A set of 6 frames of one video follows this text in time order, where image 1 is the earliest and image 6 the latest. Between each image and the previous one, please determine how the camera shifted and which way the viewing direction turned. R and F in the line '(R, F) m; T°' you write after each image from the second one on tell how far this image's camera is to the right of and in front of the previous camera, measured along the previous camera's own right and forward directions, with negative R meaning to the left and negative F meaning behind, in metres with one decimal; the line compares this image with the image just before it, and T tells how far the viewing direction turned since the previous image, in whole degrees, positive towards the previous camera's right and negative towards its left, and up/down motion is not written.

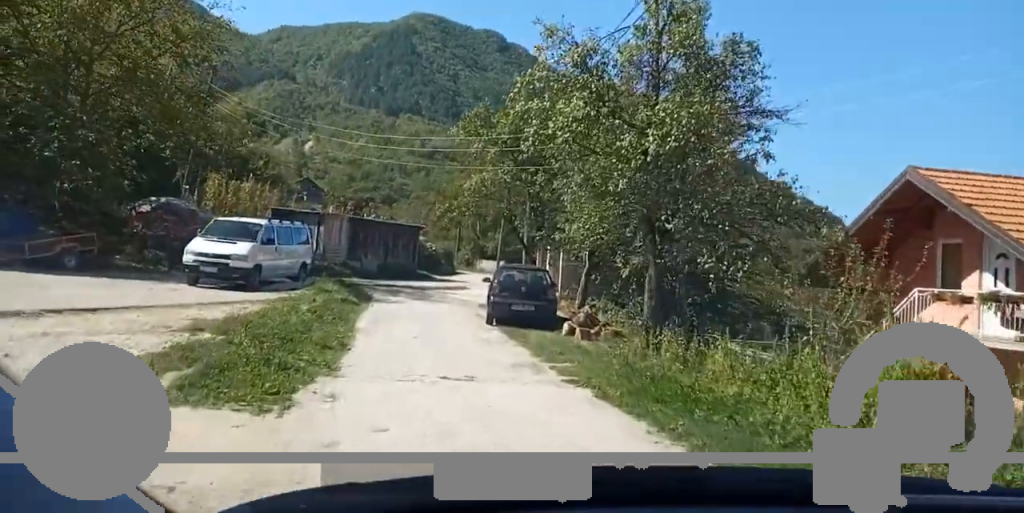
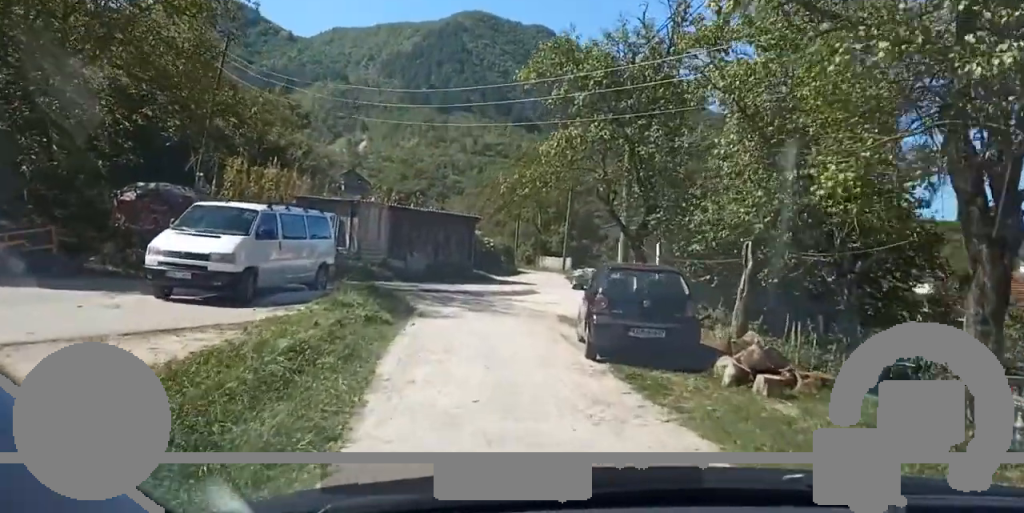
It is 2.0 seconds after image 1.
(-0.1, +6.6) m; 0°
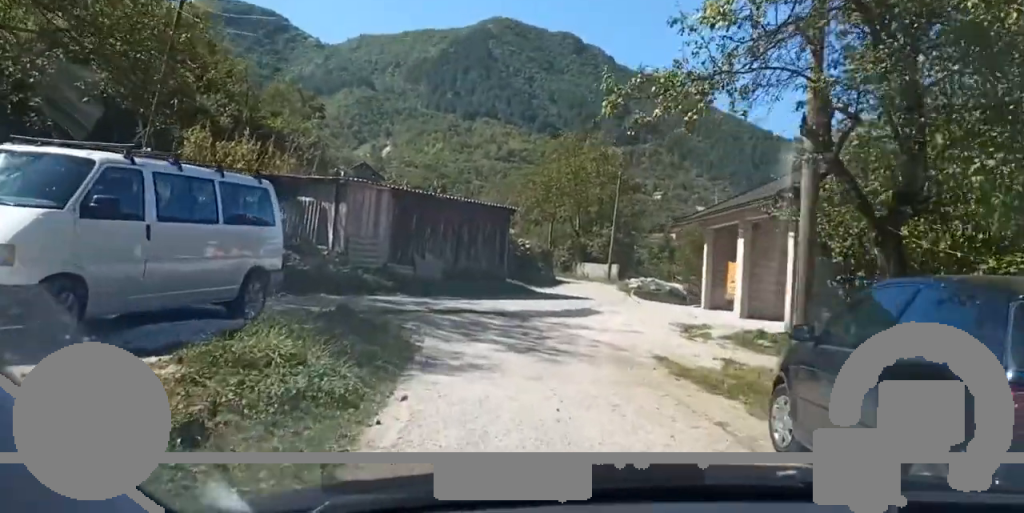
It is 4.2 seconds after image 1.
(0.0, +8.1) m; 0°
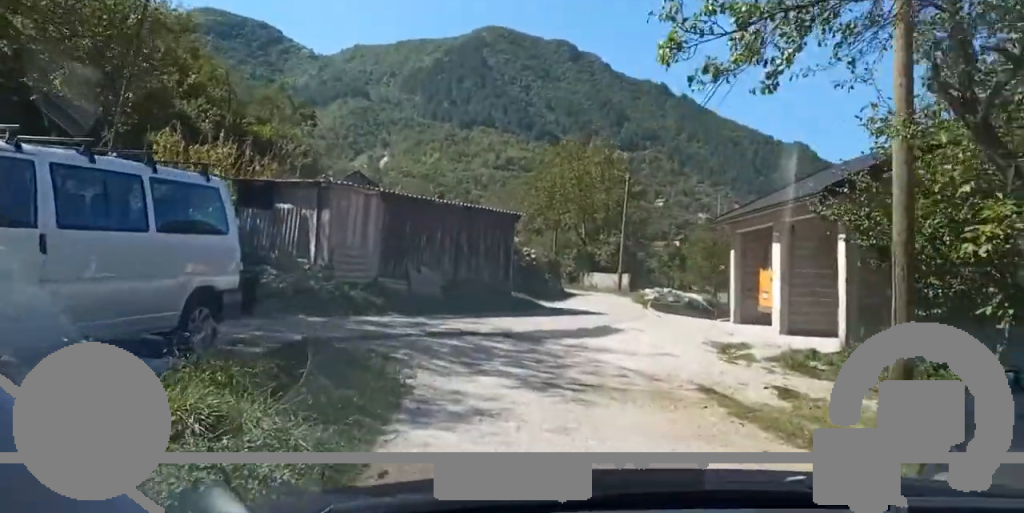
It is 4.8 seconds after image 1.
(0.0, +2.0) m; 0°
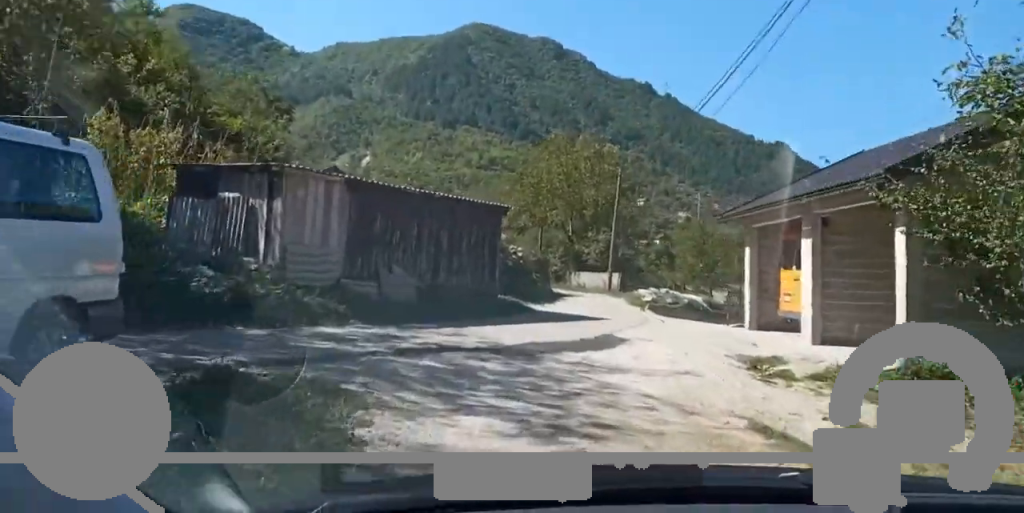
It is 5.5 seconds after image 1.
(0.0, +2.6) m; 0°
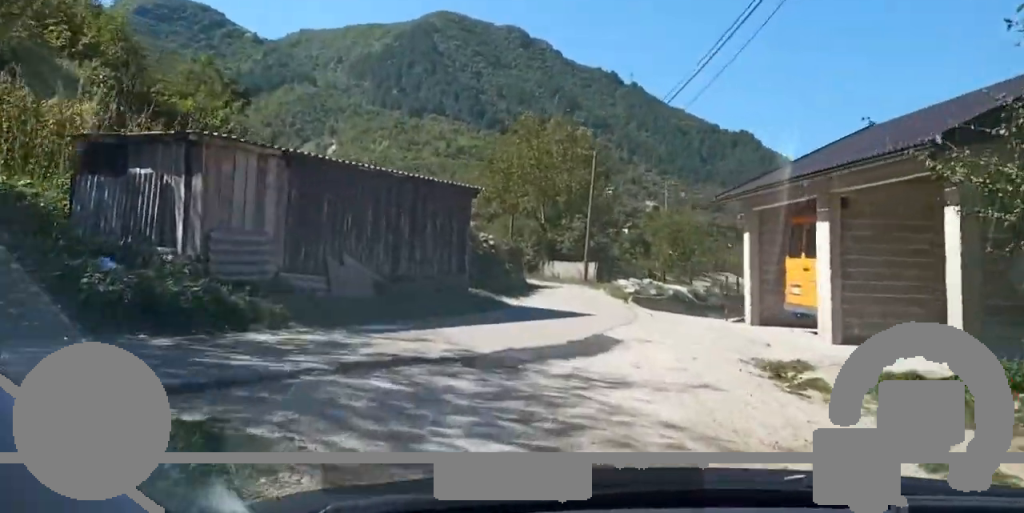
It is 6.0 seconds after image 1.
(0.0, +2.1) m; 0°
